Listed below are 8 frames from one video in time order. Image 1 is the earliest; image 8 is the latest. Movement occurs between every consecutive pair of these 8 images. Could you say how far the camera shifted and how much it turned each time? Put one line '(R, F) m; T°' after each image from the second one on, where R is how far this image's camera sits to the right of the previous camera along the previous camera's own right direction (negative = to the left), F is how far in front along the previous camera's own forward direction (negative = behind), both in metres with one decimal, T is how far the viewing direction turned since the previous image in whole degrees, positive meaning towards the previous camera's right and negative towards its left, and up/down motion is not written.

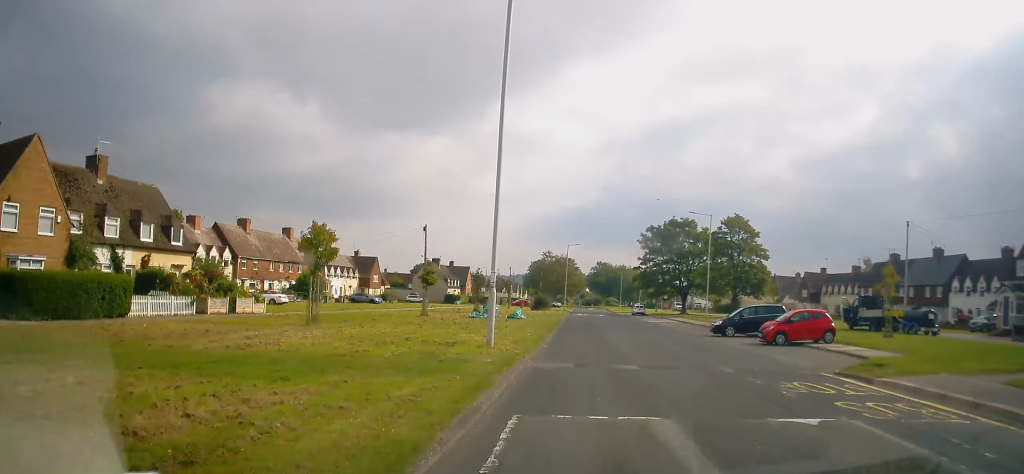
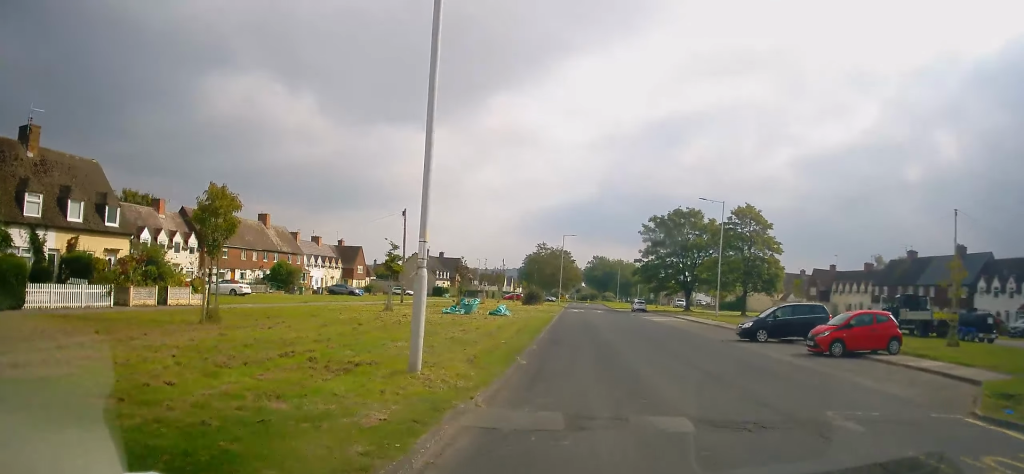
(+0.1, +6.2) m; +1°
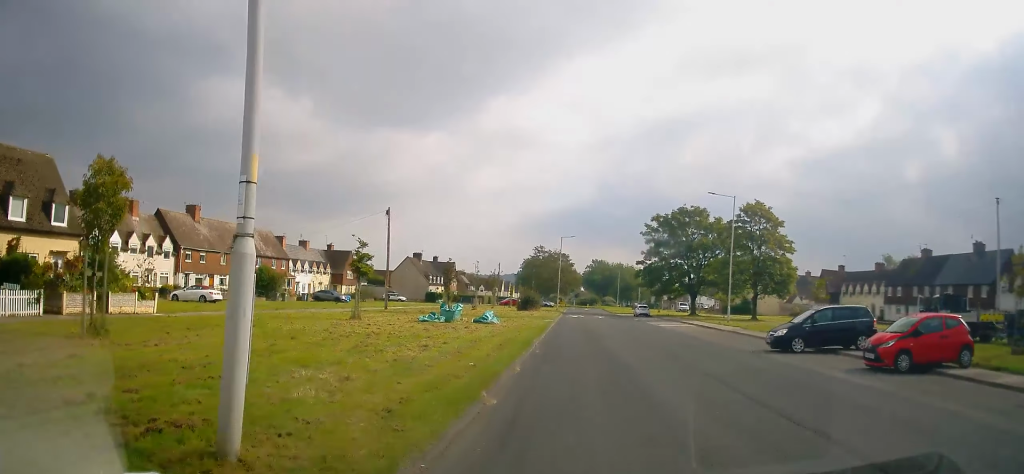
(0.0, +4.4) m; 0°
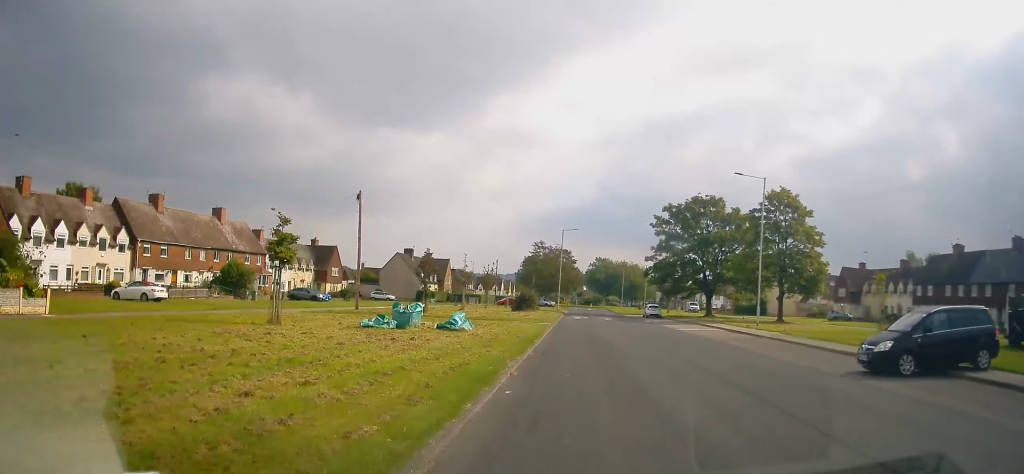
(0.0, +7.4) m; -4°
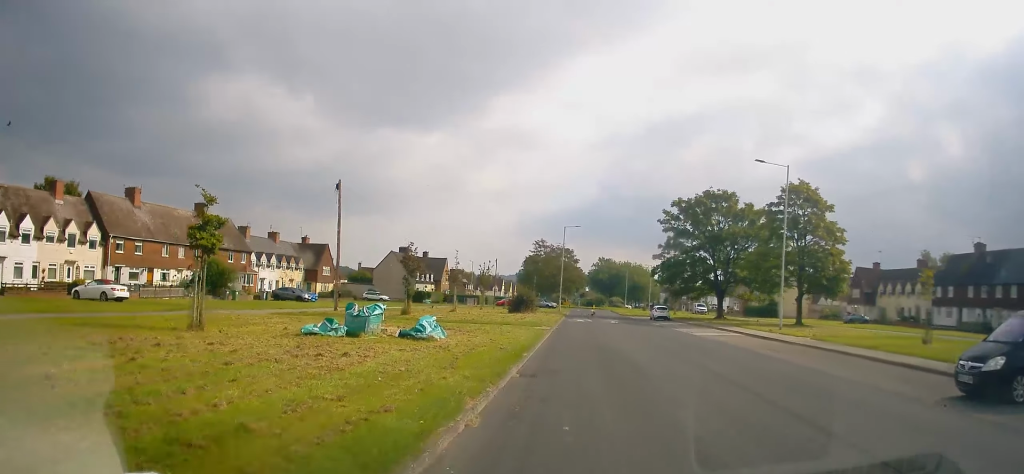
(-0.3, +4.3) m; 0°
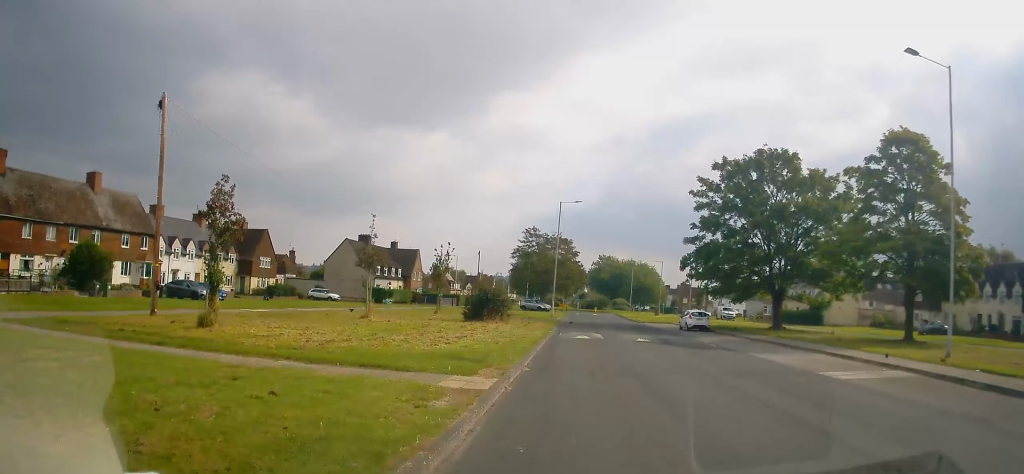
(+0.9, +18.4) m; +4°
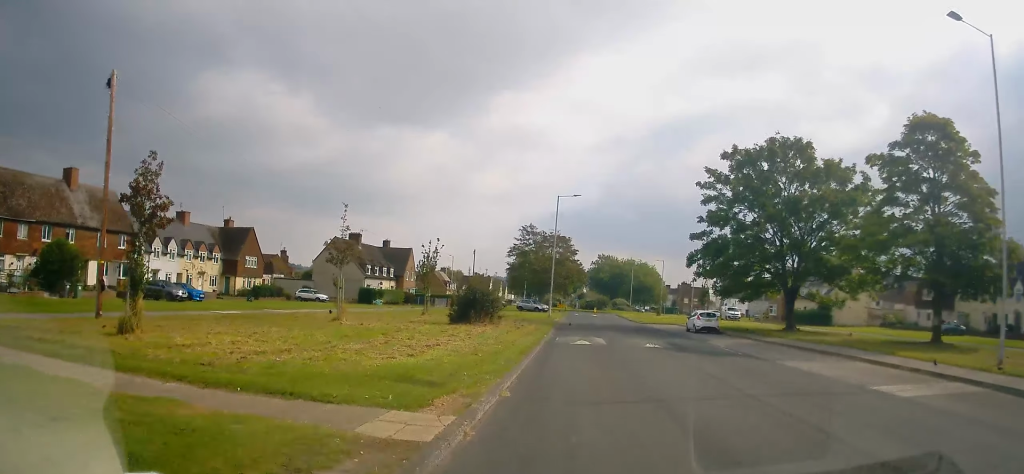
(0.0, +3.1) m; 0°
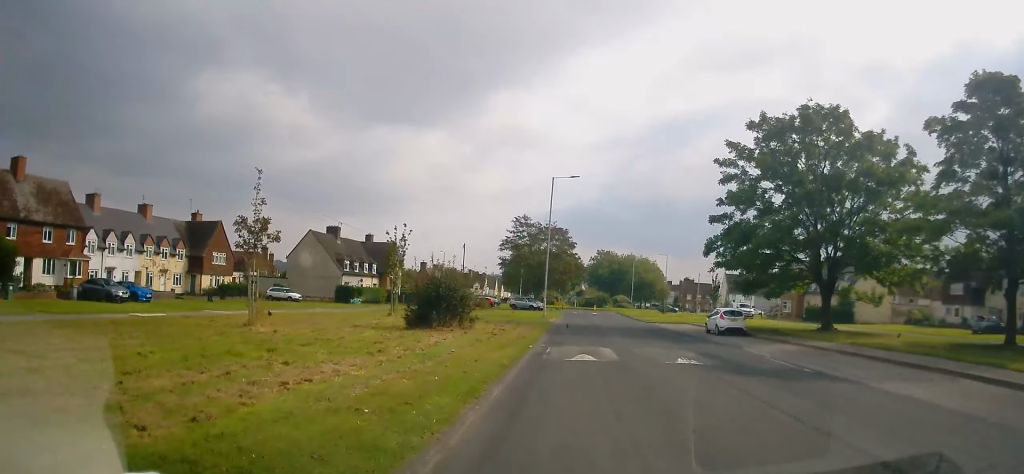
(0.0, +6.5) m; 0°
